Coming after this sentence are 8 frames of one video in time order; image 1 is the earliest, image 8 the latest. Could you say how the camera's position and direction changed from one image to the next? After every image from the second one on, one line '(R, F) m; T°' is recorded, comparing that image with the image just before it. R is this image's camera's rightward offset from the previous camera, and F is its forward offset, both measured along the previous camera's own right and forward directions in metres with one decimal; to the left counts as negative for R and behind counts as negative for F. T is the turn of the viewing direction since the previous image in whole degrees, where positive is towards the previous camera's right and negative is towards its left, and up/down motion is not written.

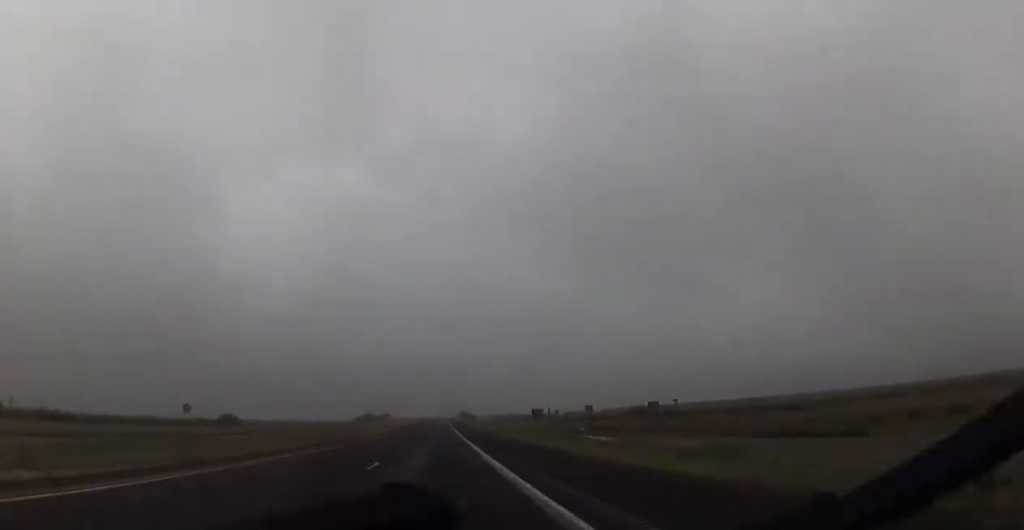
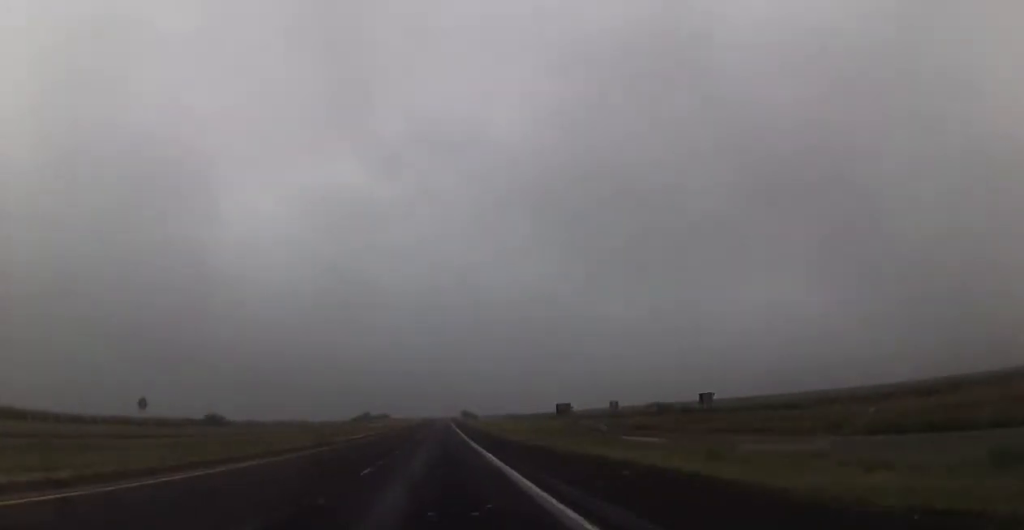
(-0.1, +14.9) m; 0°
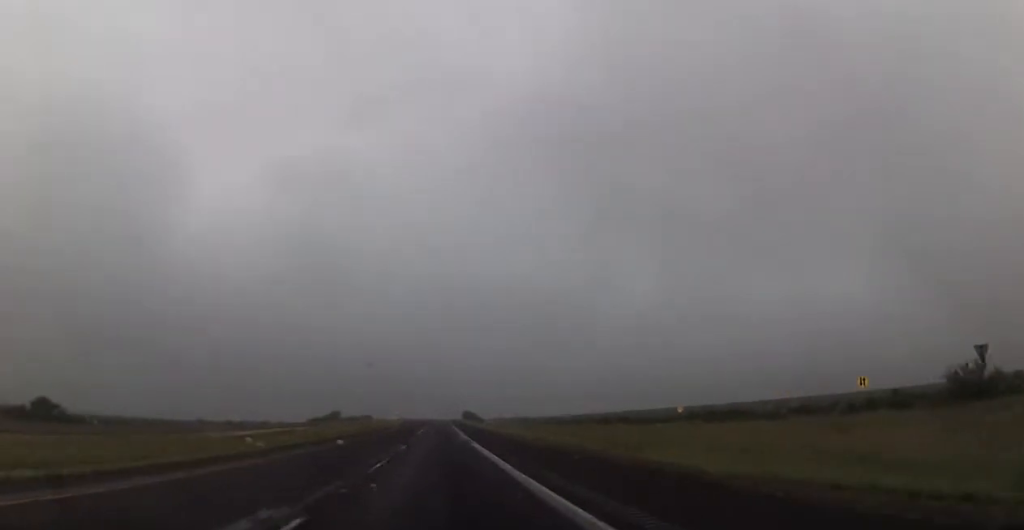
(+0.7, +96.3) m; 0°
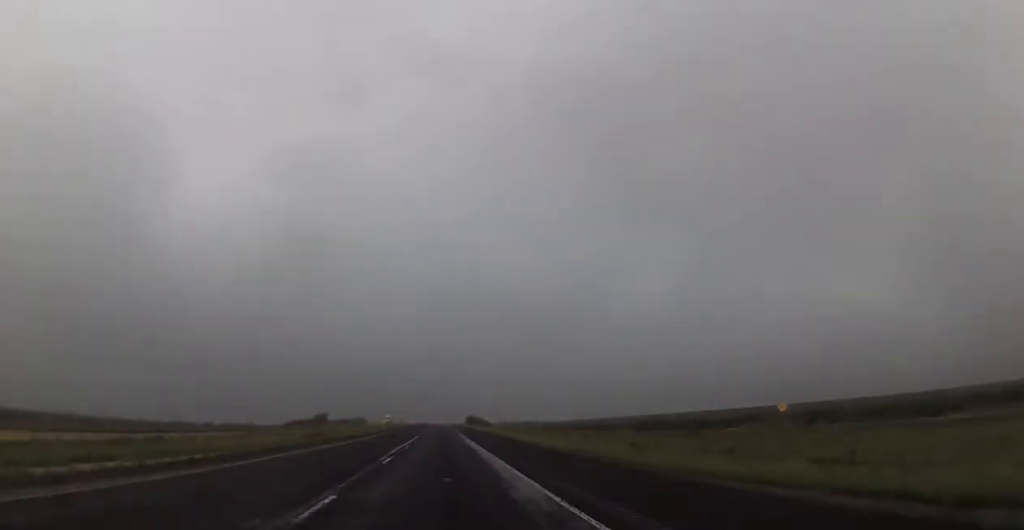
(-0.1, +34.4) m; 0°
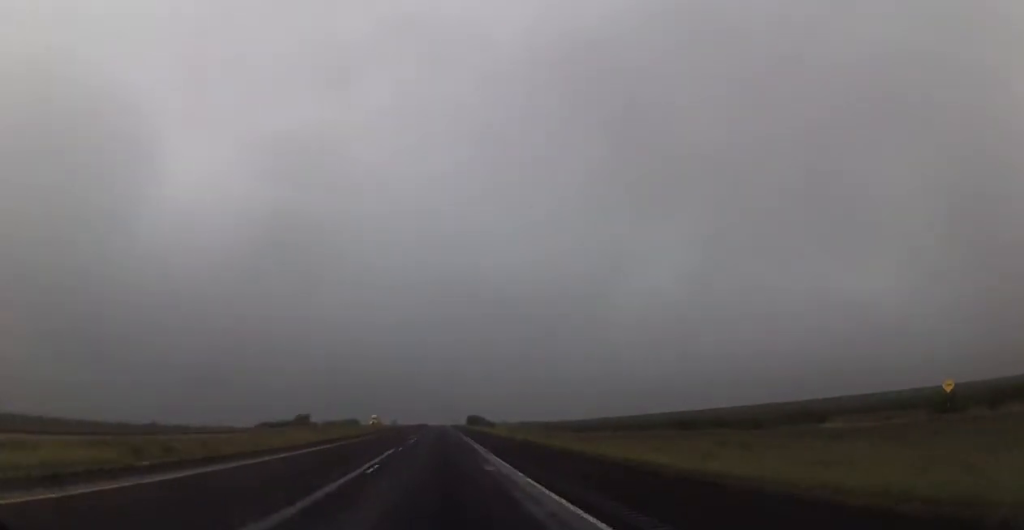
(+0.2, +28.6) m; +1°
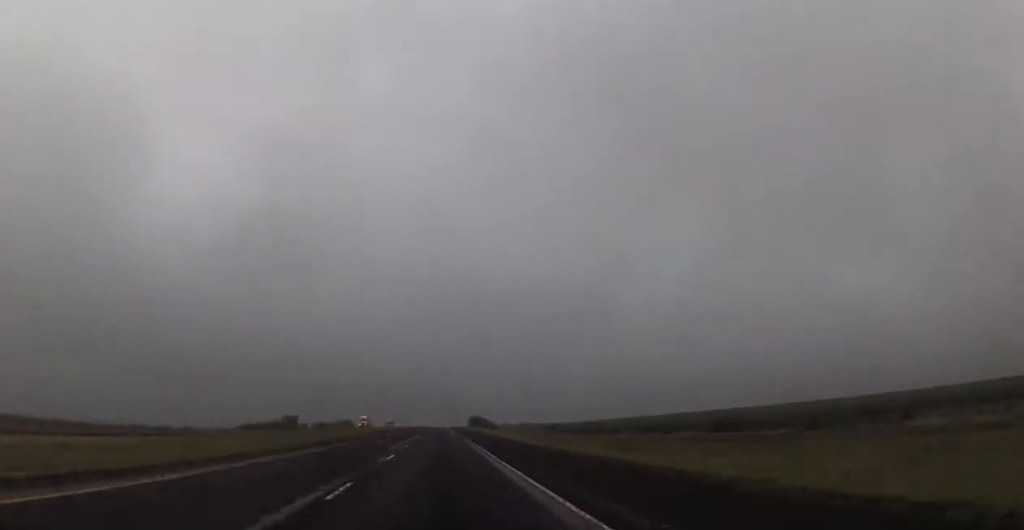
(+0.1, +18.3) m; 0°
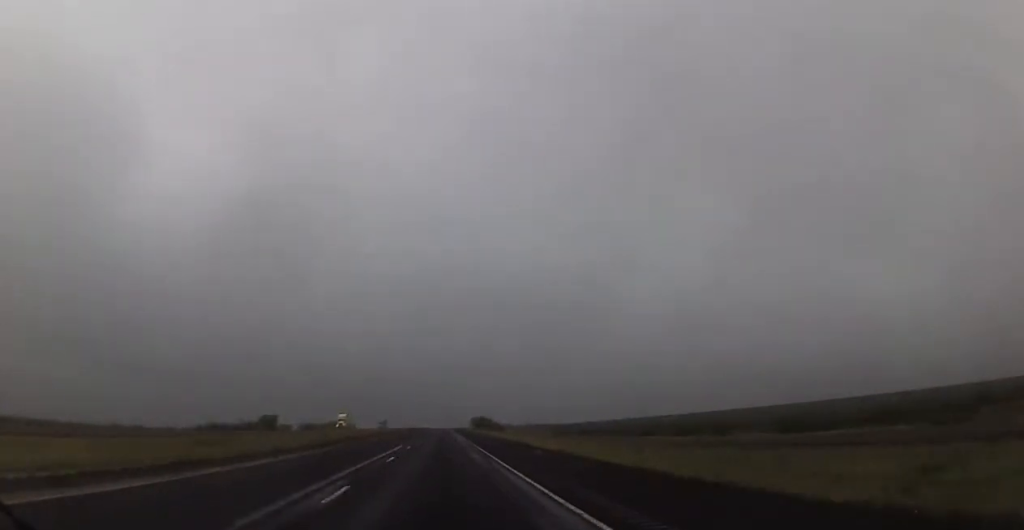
(+0.3, +25.0) m; 0°
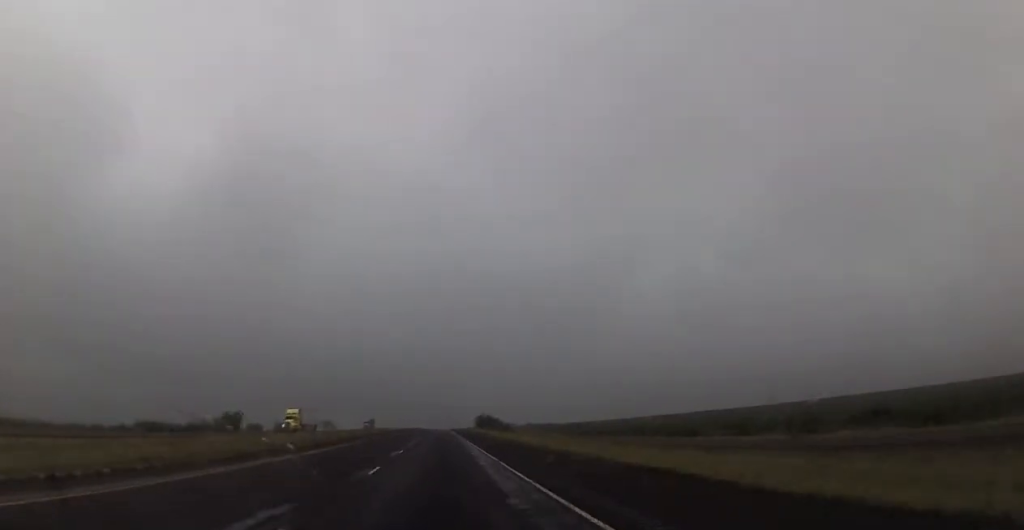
(-0.5, +30.6) m; -1°
